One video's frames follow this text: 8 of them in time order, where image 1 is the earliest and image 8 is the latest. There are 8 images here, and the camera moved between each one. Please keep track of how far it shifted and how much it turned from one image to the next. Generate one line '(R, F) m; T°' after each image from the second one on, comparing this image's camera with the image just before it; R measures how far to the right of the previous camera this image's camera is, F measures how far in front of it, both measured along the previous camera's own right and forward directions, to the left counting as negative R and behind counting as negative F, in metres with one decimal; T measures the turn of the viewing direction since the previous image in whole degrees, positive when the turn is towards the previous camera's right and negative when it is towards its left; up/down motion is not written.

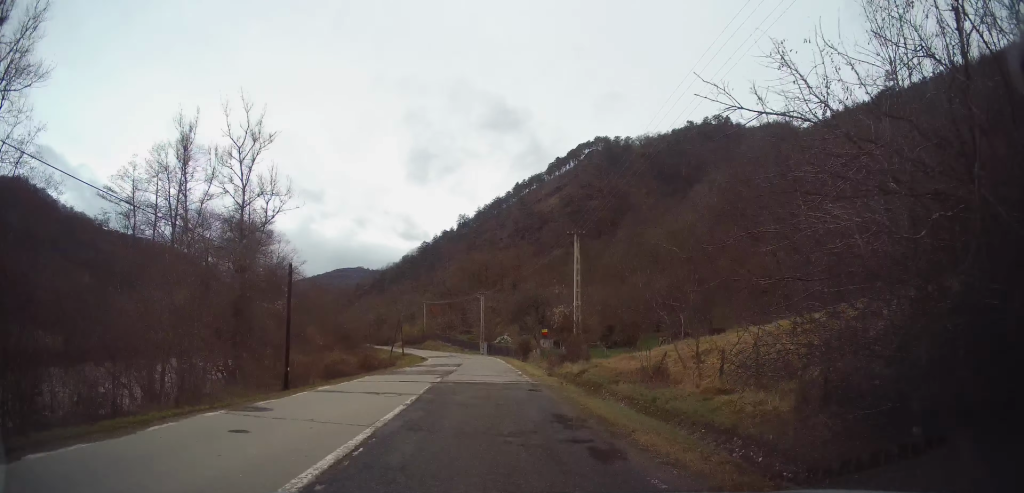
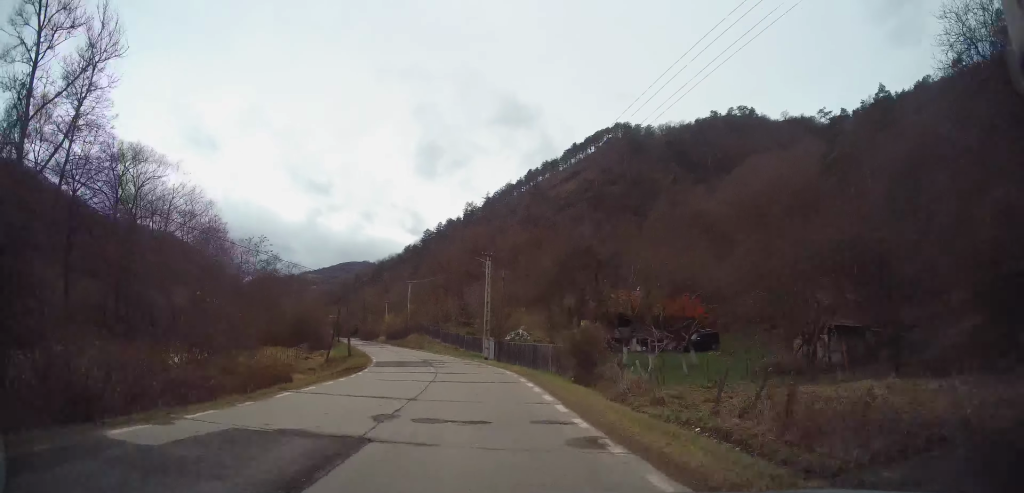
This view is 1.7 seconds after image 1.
(-0.3, +30.6) m; -2°
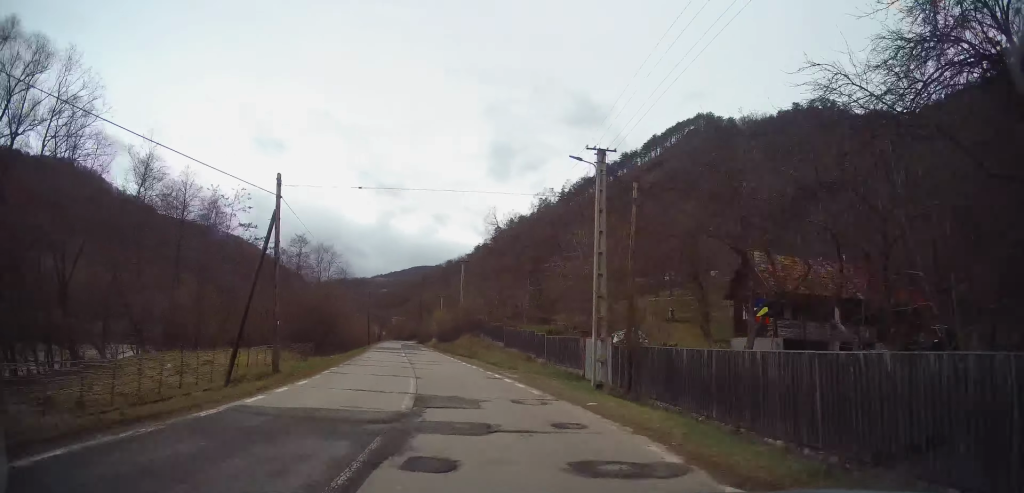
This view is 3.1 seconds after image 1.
(-1.0, +24.8) m; -7°
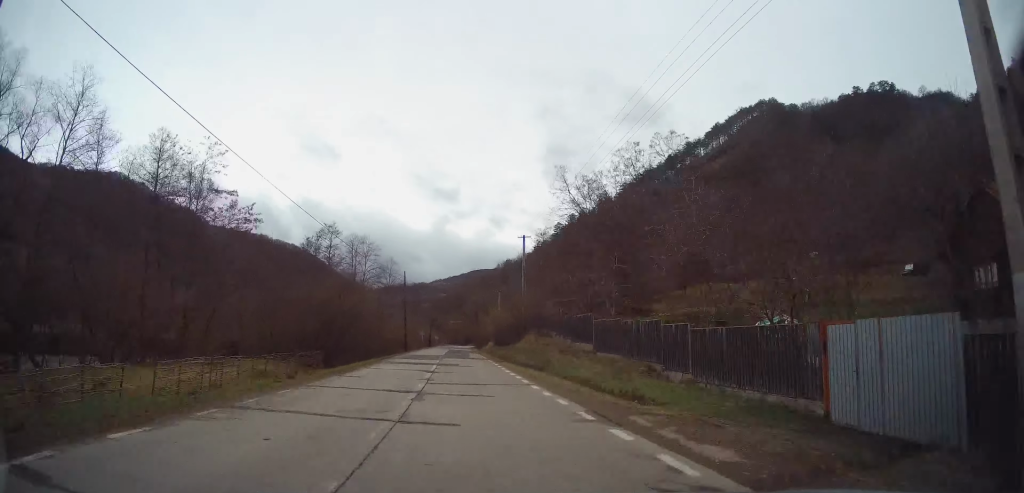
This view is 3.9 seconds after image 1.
(-0.8, +14.8) m; -5°
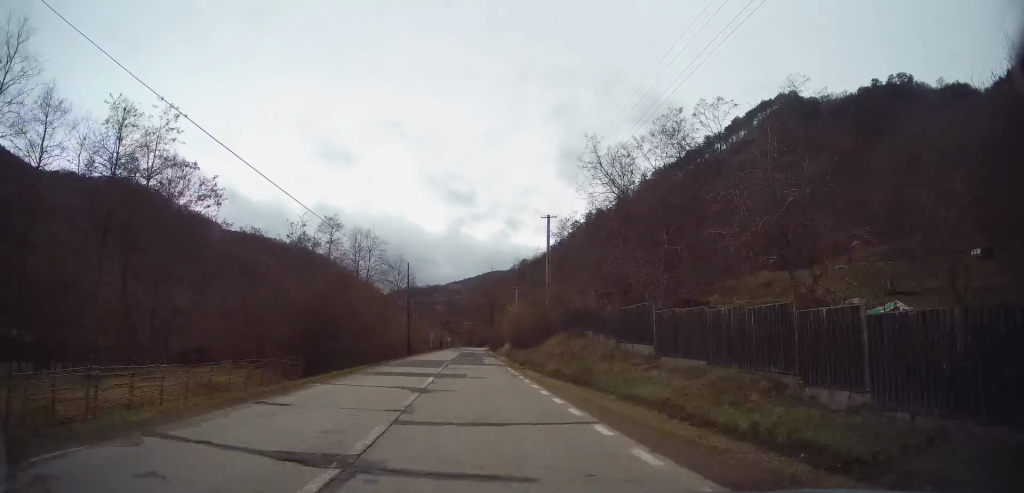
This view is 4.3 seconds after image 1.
(-0.2, +7.5) m; -2°
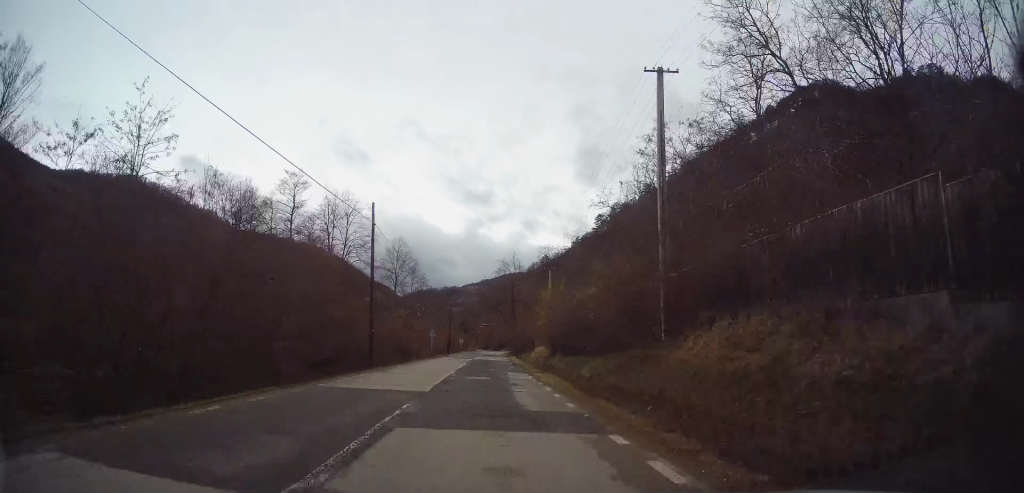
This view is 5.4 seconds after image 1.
(-0.5, +21.0) m; -2°
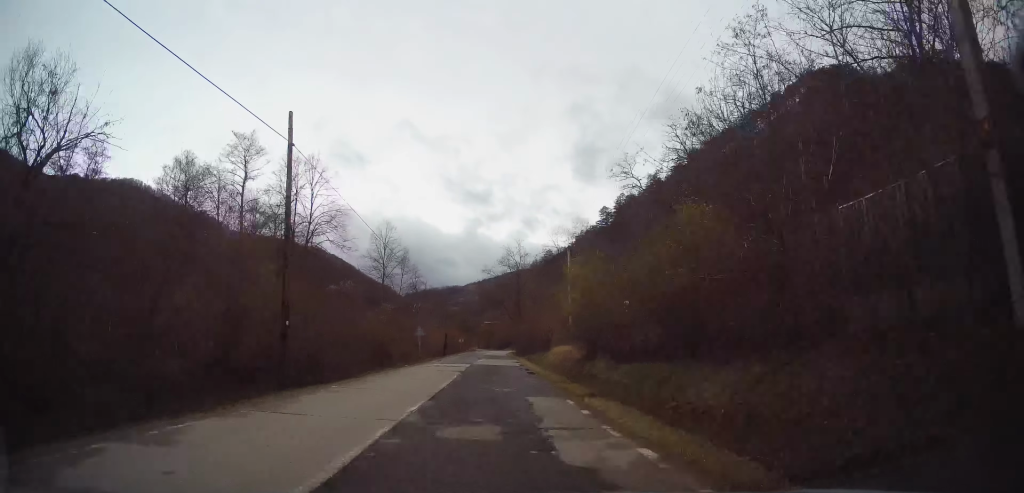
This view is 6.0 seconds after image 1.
(-0.1, +11.6) m; 0°
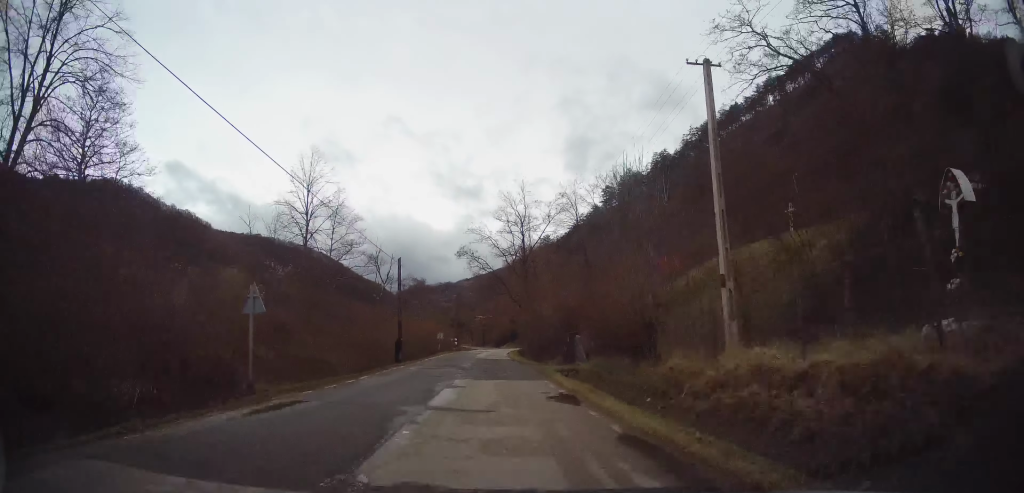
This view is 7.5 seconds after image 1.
(+0.1, +29.2) m; +1°
